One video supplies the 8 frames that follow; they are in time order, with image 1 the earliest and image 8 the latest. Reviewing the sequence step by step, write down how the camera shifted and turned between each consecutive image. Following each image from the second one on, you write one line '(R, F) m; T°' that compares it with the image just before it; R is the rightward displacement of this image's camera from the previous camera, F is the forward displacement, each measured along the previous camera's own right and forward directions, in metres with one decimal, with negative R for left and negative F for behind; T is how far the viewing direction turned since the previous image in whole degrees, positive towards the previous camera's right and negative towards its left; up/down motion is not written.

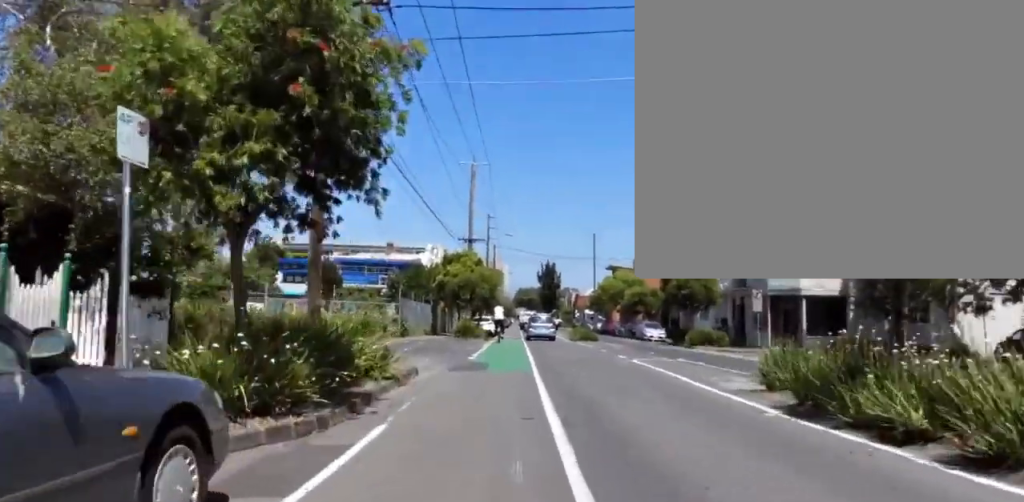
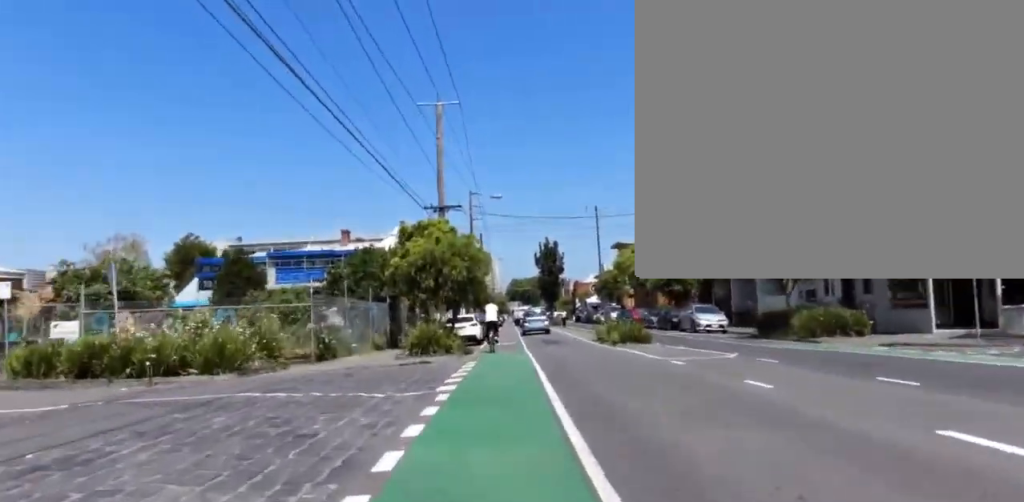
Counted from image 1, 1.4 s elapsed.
(-0.7, +13.0) m; -3°
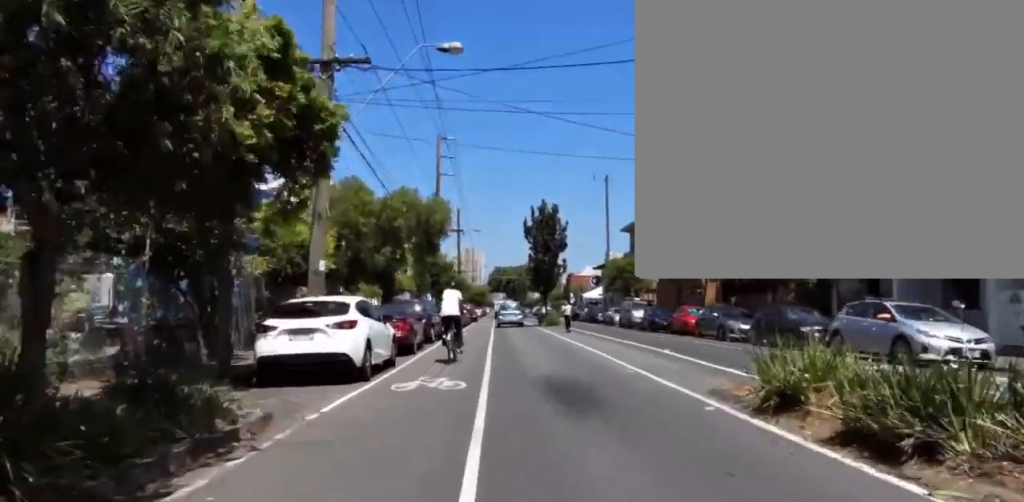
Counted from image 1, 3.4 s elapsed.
(+1.6, +18.6) m; +8°
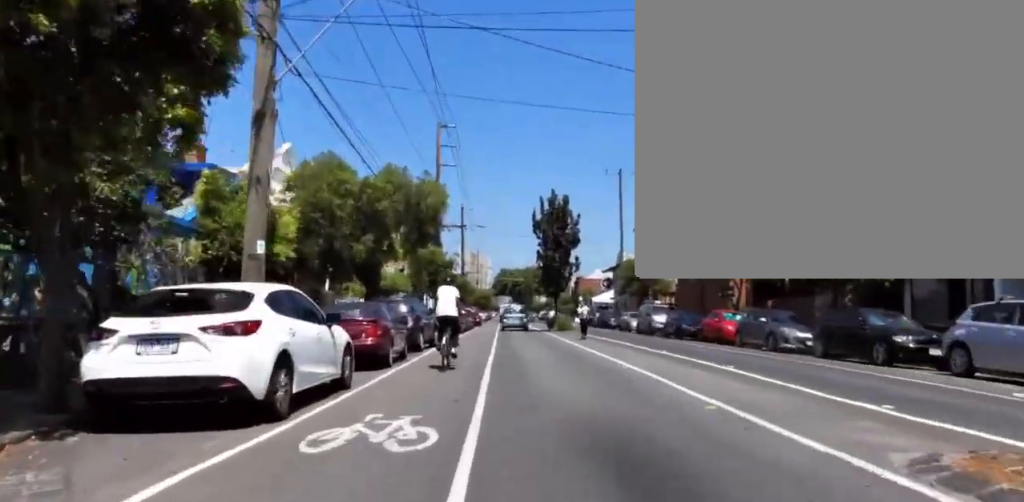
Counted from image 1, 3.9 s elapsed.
(+0.1, +4.4) m; -1°
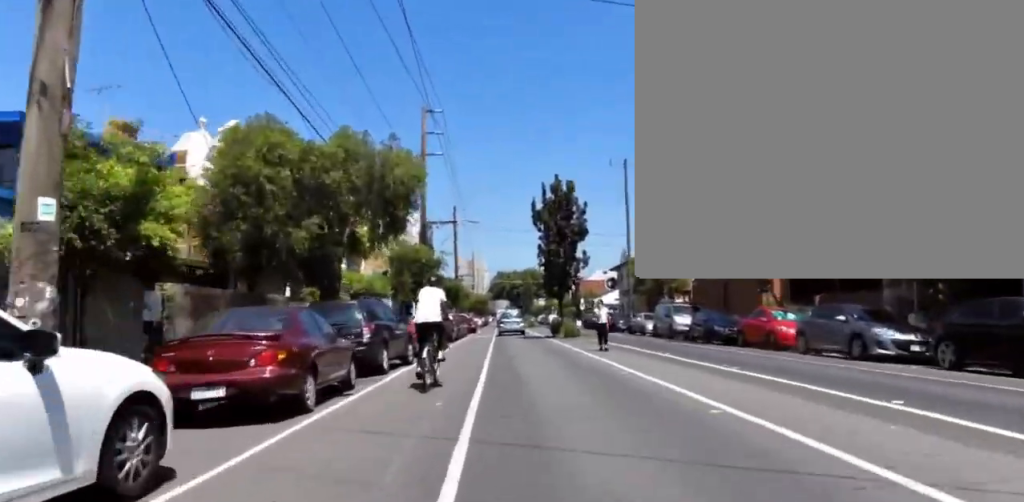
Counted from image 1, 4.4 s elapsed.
(-0.2, +4.9) m; -1°
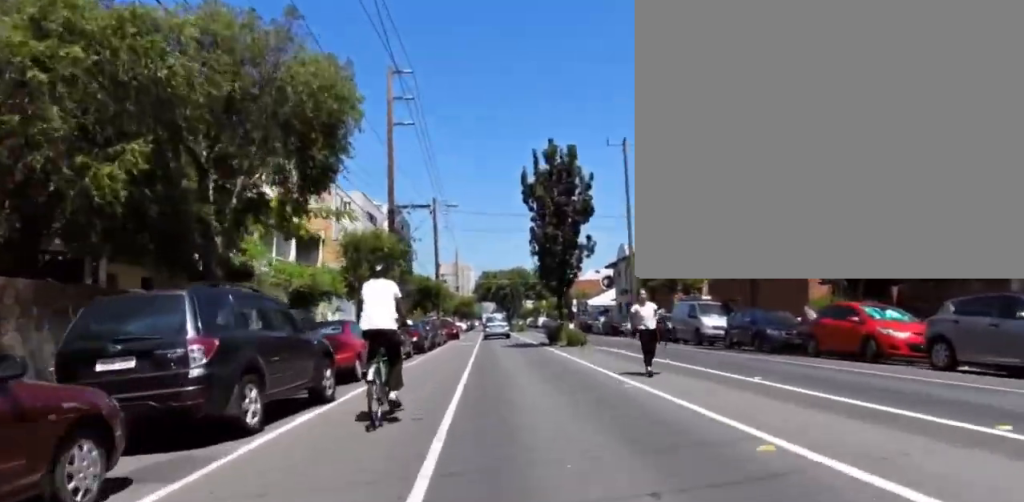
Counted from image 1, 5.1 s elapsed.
(-0.1, +6.1) m; -1°
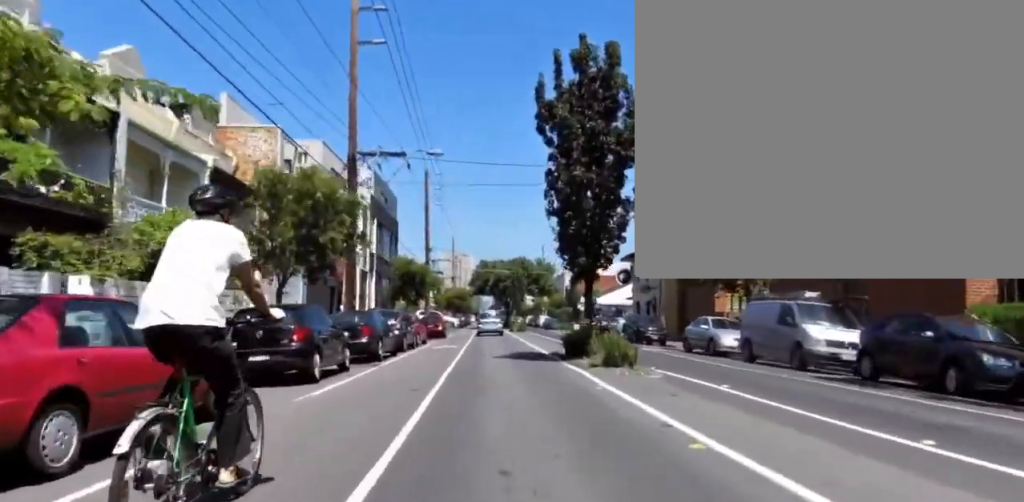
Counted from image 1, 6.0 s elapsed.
(0.0, +8.5) m; 0°
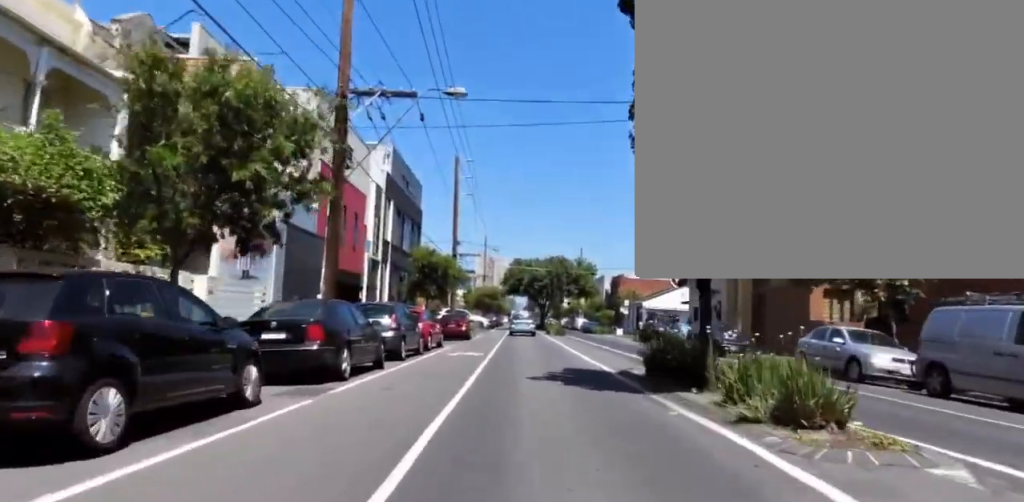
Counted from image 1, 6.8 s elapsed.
(0.0, +6.7) m; -3°
